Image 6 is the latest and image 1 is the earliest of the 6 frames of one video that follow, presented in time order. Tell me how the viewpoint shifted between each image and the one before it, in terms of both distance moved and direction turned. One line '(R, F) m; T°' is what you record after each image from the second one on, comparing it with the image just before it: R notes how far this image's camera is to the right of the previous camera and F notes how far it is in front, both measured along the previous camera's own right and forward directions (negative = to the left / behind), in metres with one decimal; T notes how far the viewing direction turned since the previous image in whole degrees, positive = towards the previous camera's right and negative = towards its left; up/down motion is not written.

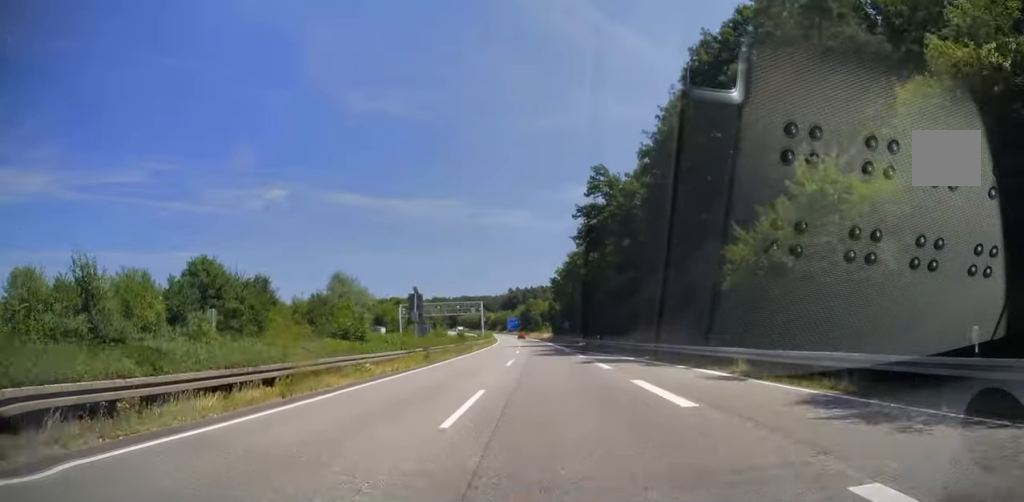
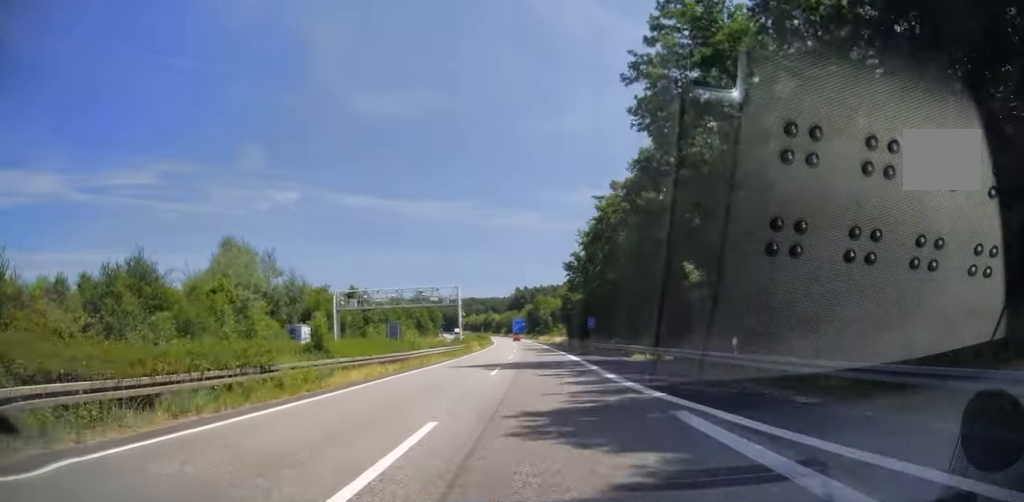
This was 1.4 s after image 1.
(0.0, +41.4) m; 0°
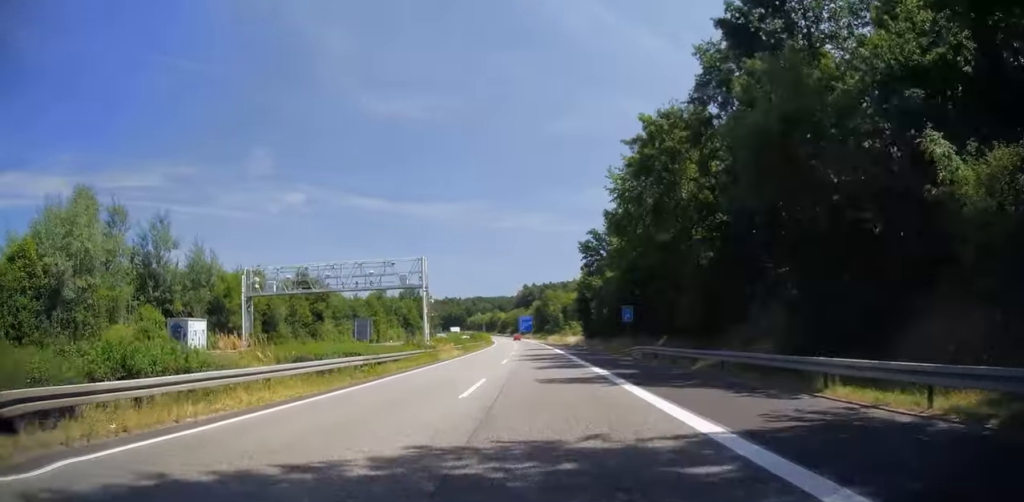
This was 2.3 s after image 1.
(0.0, +26.1) m; -1°
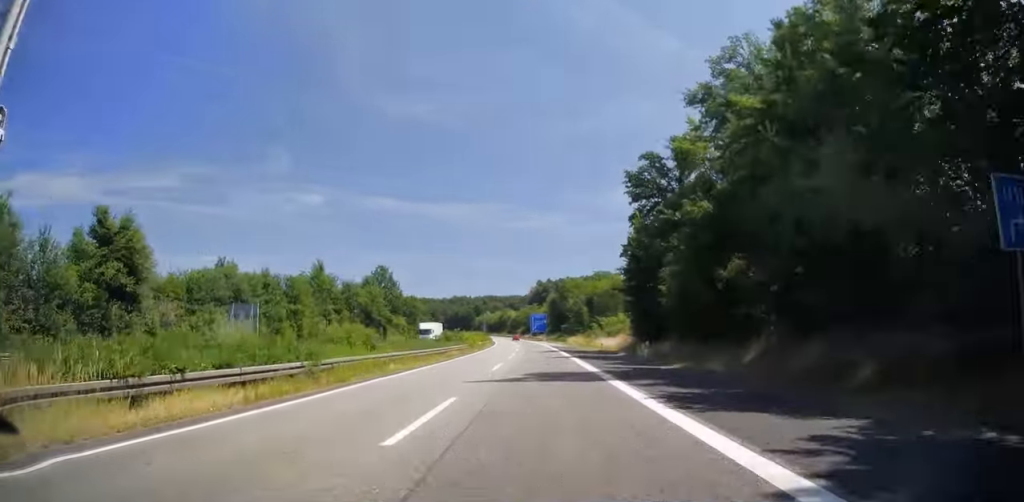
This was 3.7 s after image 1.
(-0.9, +42.3) m; -2°
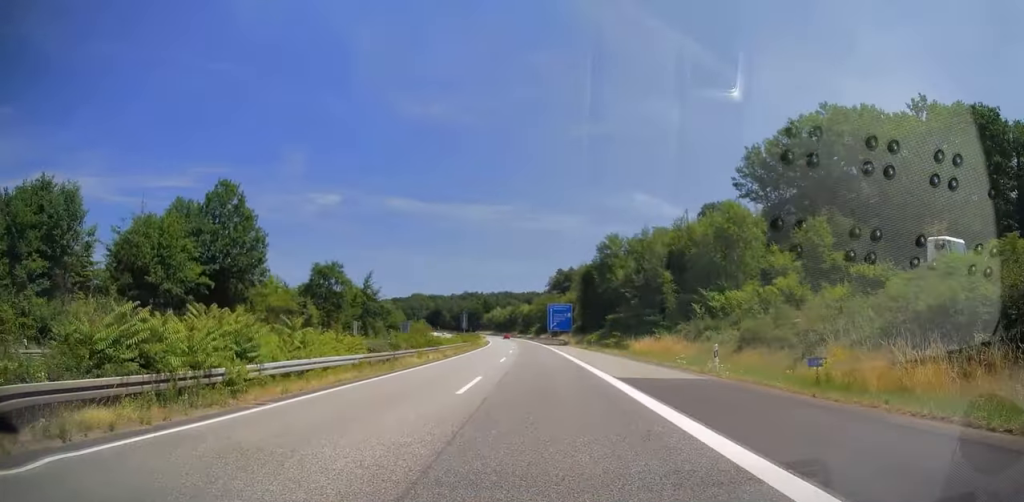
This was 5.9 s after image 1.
(-0.7, +65.4) m; -2°
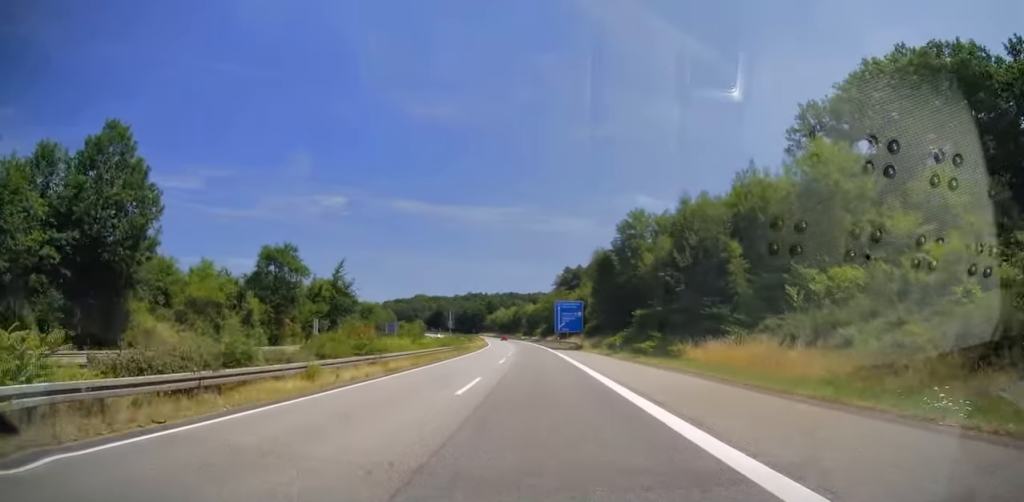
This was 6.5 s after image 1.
(0.0, +17.7) m; -1°
